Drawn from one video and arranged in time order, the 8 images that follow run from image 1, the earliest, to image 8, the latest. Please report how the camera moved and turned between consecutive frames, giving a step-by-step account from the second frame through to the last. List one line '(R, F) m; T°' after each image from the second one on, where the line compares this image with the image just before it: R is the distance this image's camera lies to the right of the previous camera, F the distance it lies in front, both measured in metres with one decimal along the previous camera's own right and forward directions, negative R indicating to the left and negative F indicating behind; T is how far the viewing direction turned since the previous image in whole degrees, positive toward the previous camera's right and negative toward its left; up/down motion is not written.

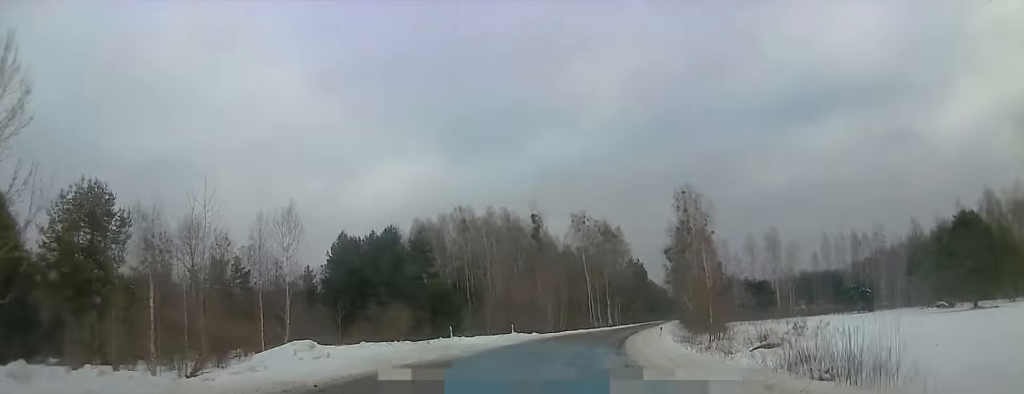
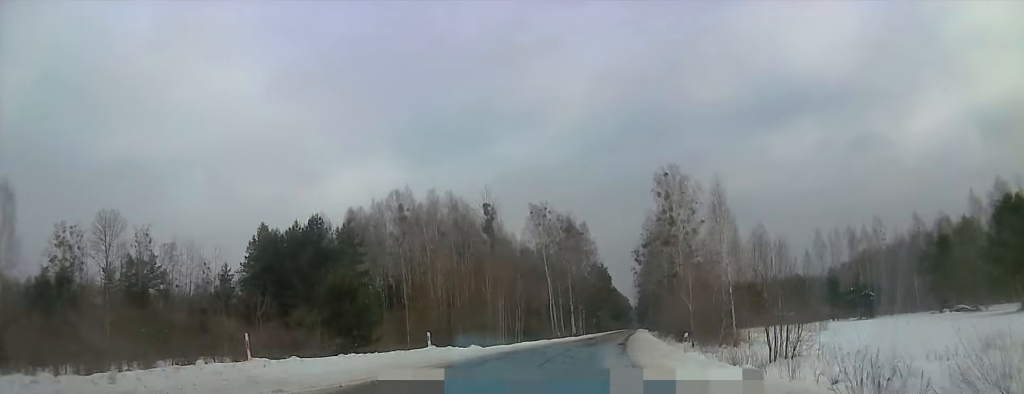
(0.0, +18.1) m; 0°
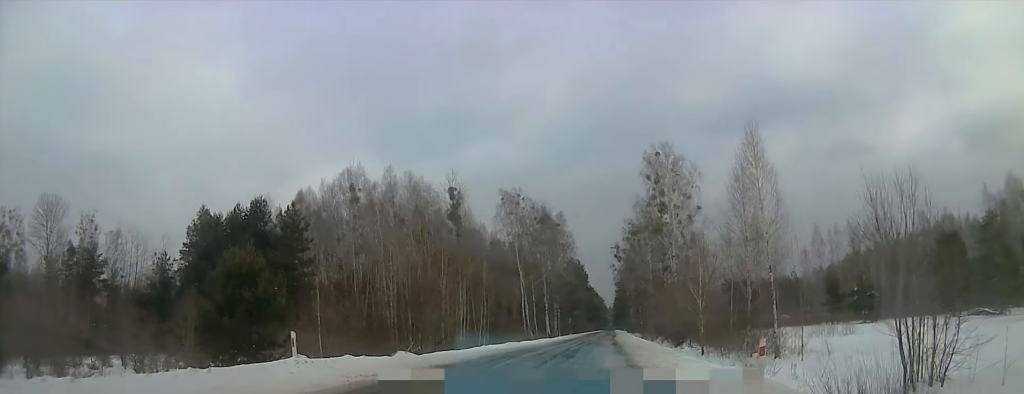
(0.0, +11.6) m; 0°
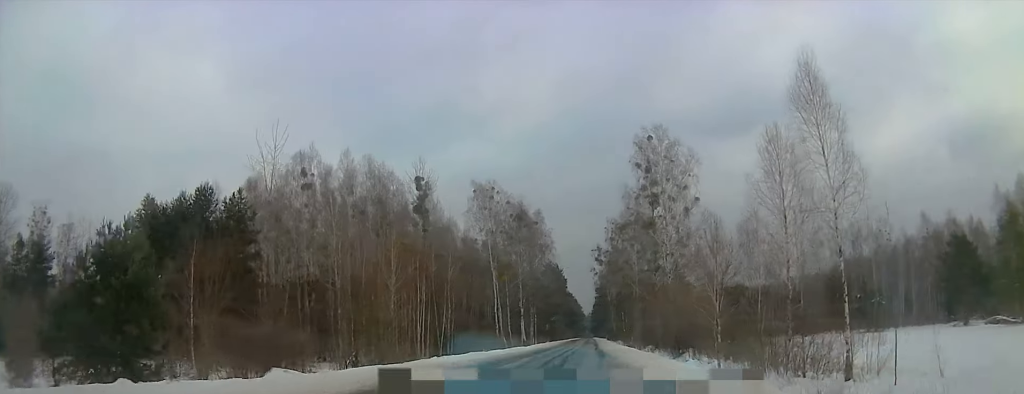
(0.0, +9.8) m; 0°
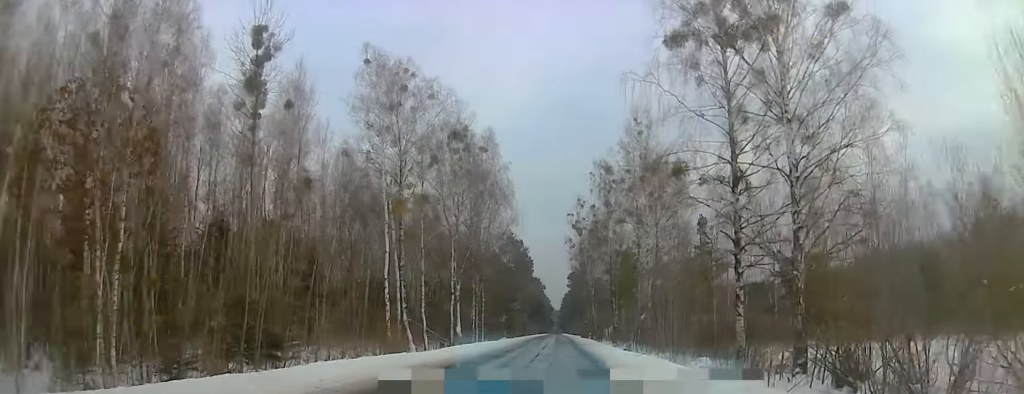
(+5.1, +40.4) m; +14°
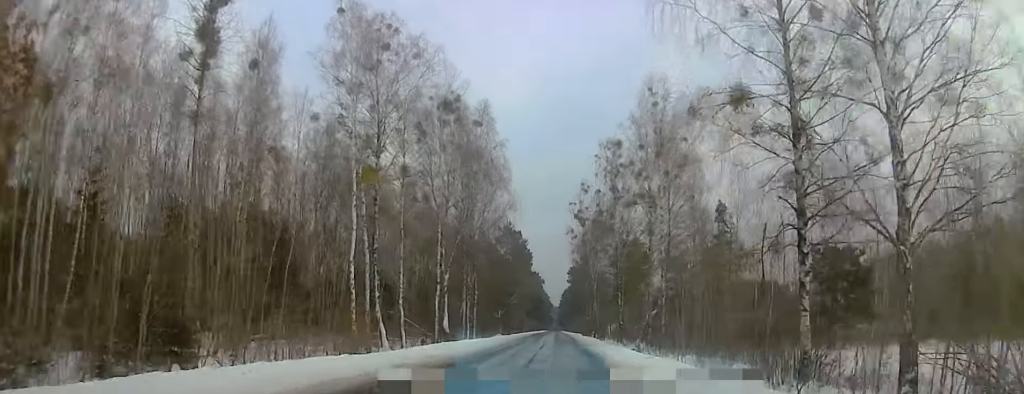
(0.0, +7.6) m; 0°
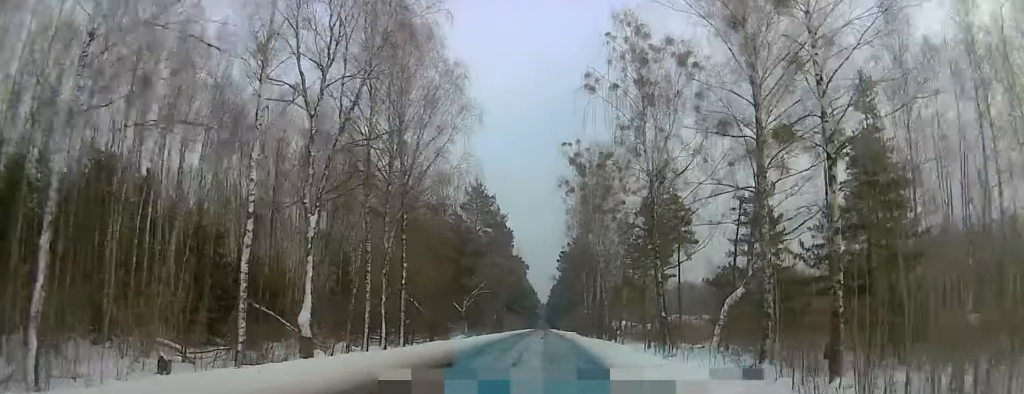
(0.0, +33.1) m; 0°
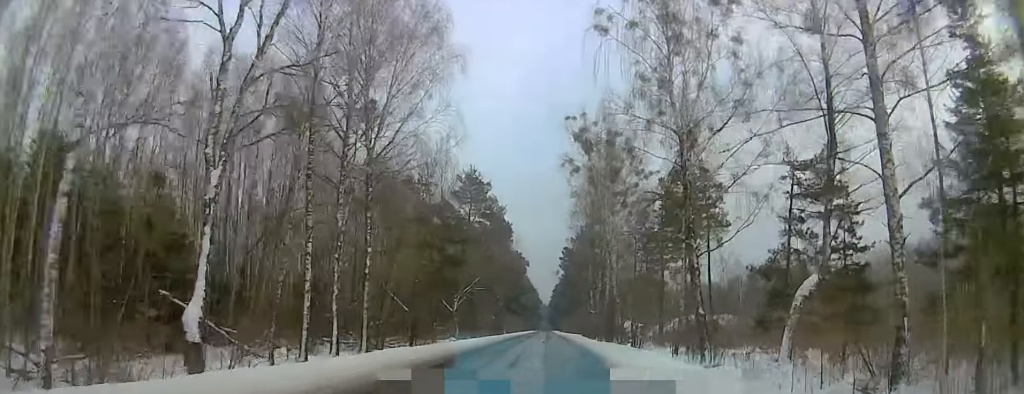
(0.0, +9.7) m; 0°
